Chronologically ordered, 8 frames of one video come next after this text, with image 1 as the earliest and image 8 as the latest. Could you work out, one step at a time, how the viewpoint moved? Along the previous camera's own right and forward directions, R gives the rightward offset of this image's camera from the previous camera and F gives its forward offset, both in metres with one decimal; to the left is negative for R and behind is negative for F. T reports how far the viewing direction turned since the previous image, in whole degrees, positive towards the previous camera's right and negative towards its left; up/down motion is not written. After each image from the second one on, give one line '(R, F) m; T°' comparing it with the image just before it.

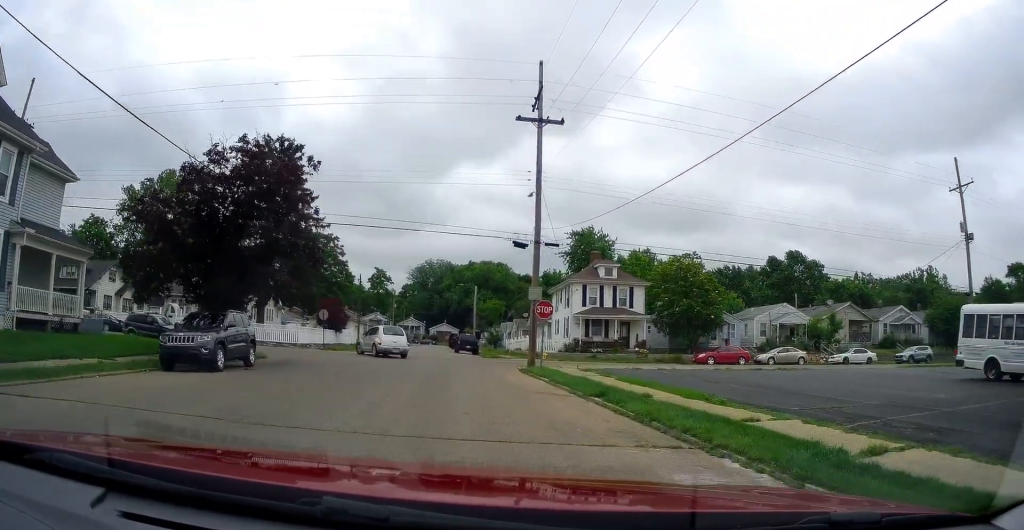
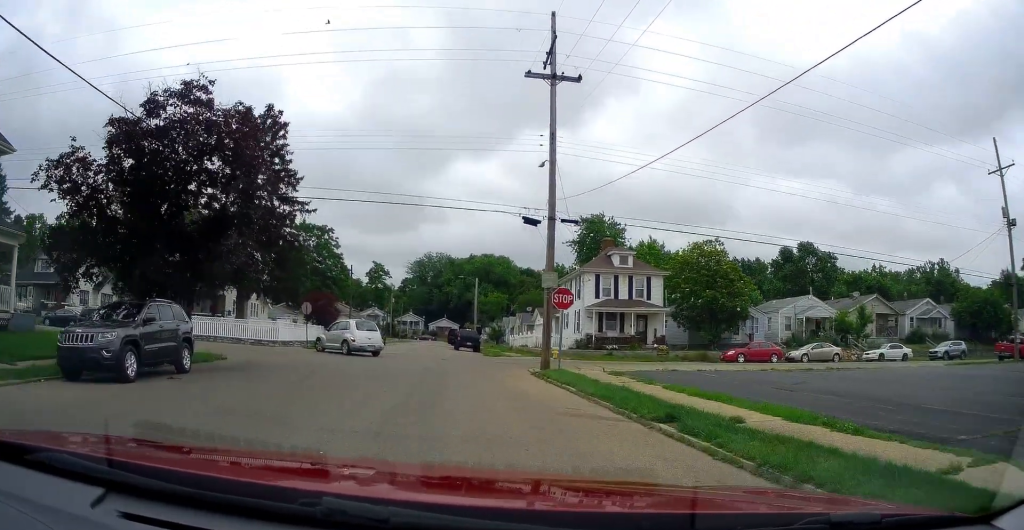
(+0.4, +5.0) m; 0°
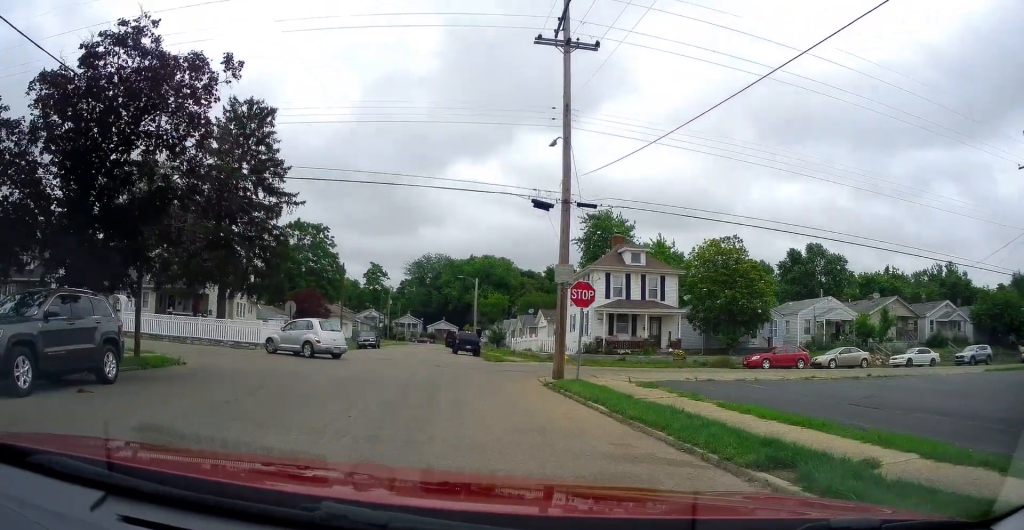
(-0.3, +3.5) m; -3°
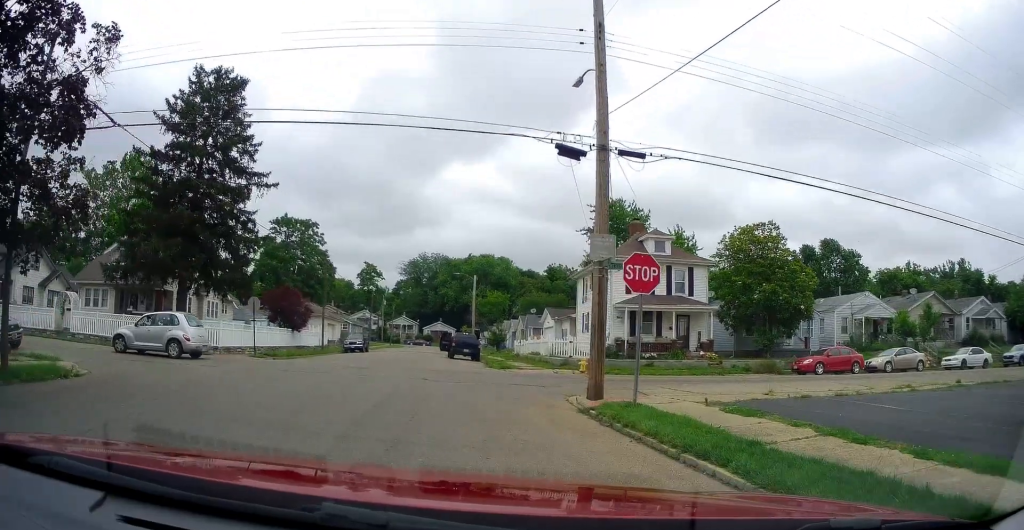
(-0.3, +6.7) m; -3°
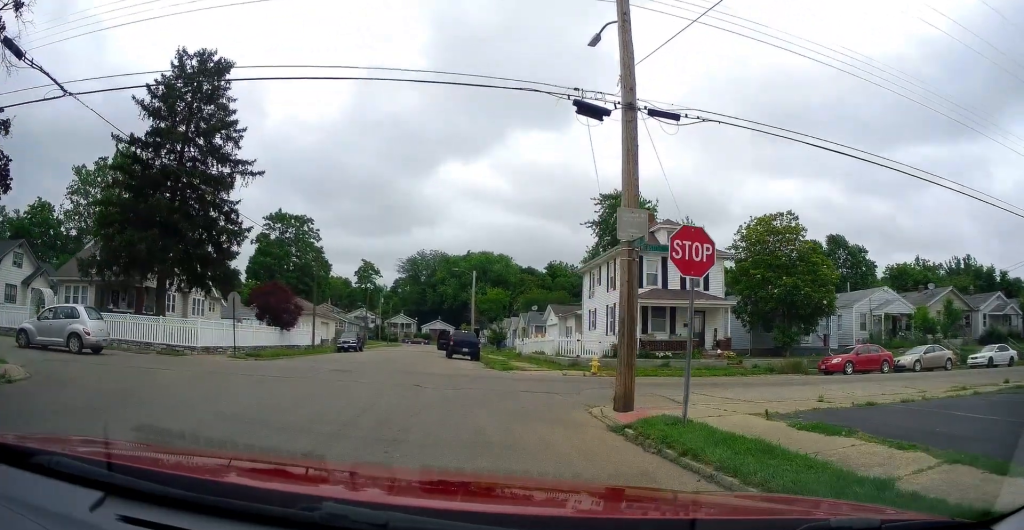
(0.0, +3.3) m; -2°
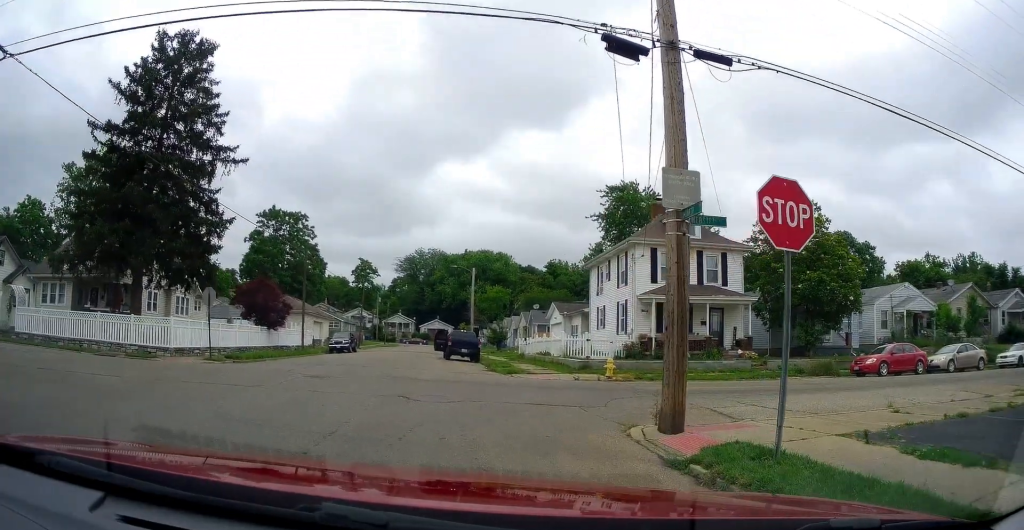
(+0.1, +3.6) m; -6°
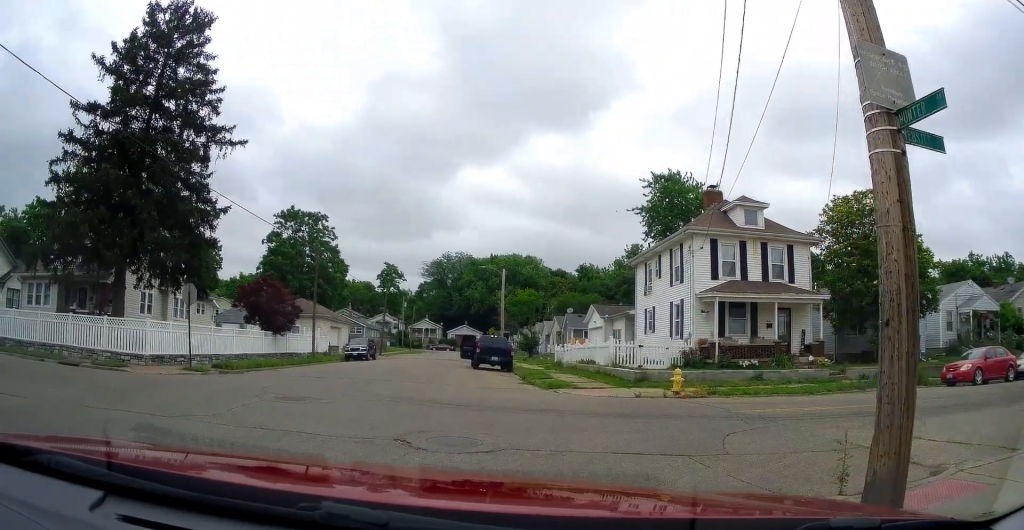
(-0.8, +6.5) m; -1°
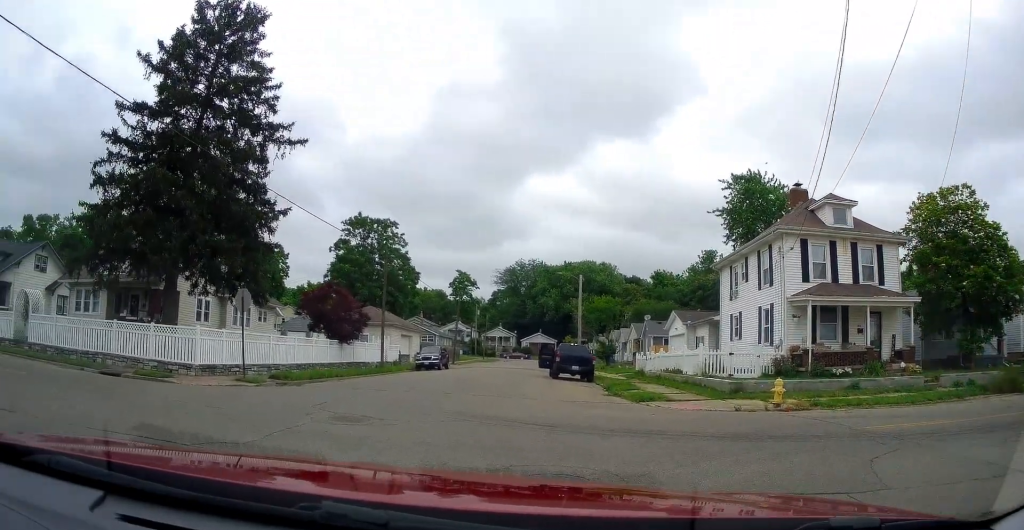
(+0.1, +2.0) m; -2°
